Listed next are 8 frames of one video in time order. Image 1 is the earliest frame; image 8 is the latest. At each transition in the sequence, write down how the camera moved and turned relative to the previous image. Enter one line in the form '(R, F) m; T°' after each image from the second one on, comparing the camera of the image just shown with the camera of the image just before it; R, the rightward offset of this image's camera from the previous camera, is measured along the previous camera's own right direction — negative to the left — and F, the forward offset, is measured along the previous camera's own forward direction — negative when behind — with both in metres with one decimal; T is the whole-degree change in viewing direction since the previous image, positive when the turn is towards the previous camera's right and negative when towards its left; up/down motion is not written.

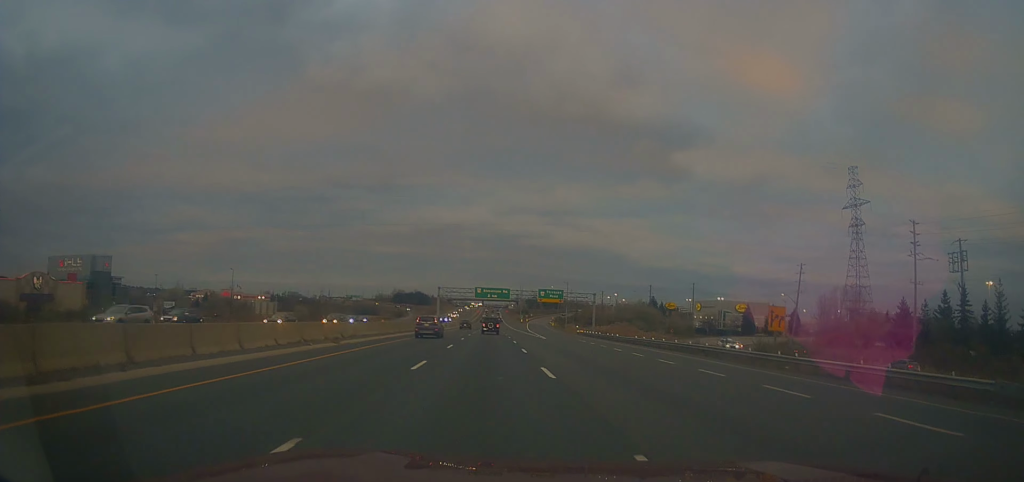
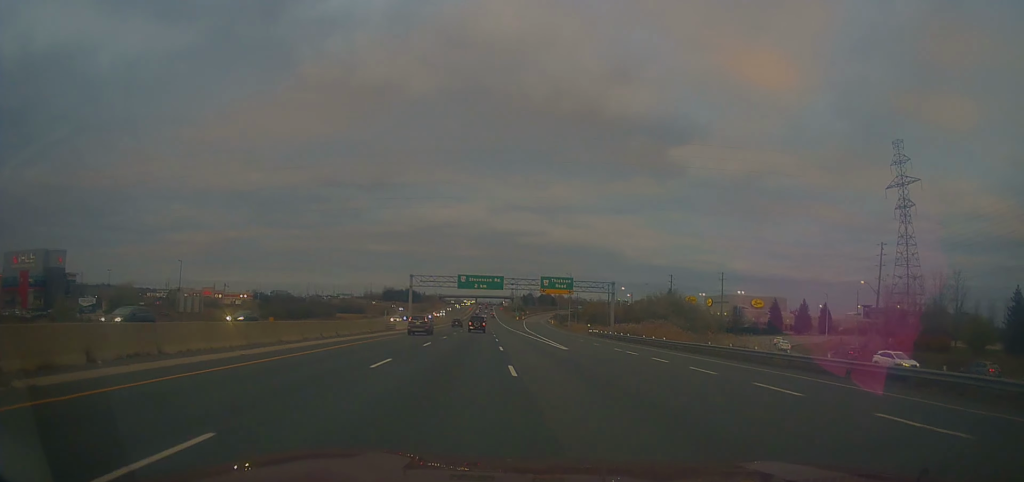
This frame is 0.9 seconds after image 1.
(0.0, +25.0) m; 0°
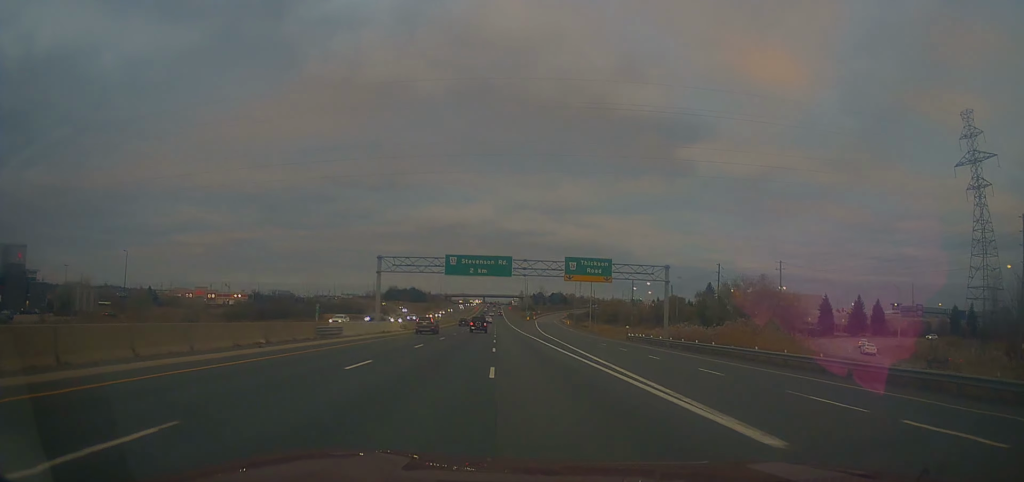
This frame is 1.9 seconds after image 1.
(+0.1, +25.2) m; +1°
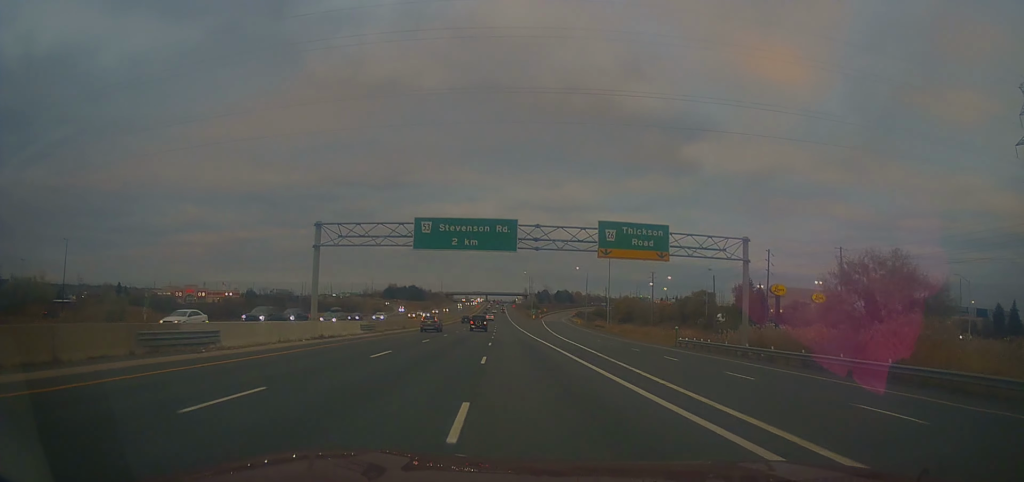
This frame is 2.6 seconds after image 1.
(+0.5, +20.0) m; -1°
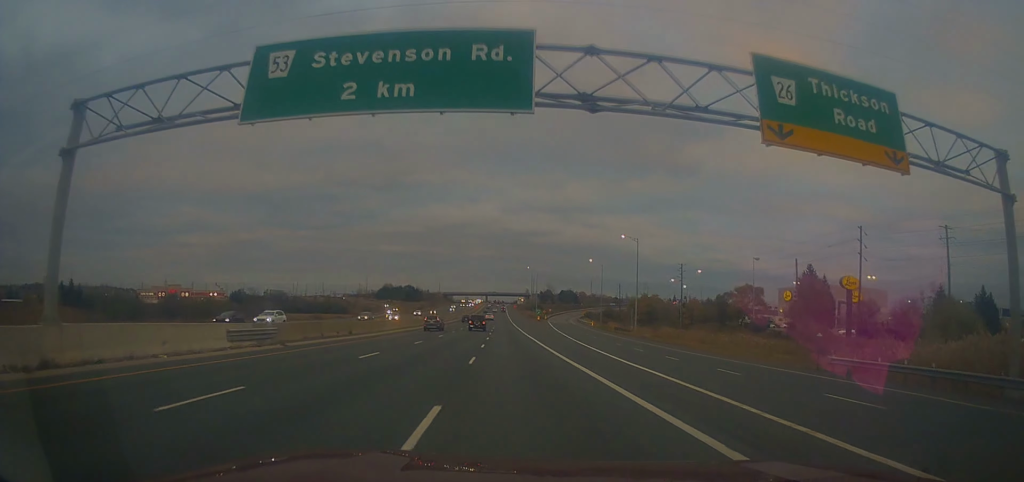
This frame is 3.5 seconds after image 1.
(-0.7, +25.0) m; -1°
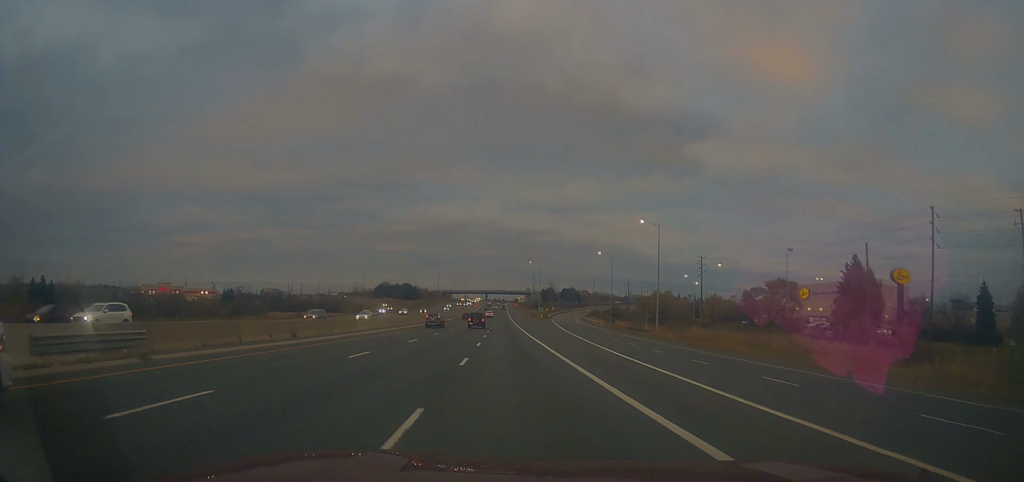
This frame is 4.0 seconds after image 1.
(-0.1, +13.1) m; 0°
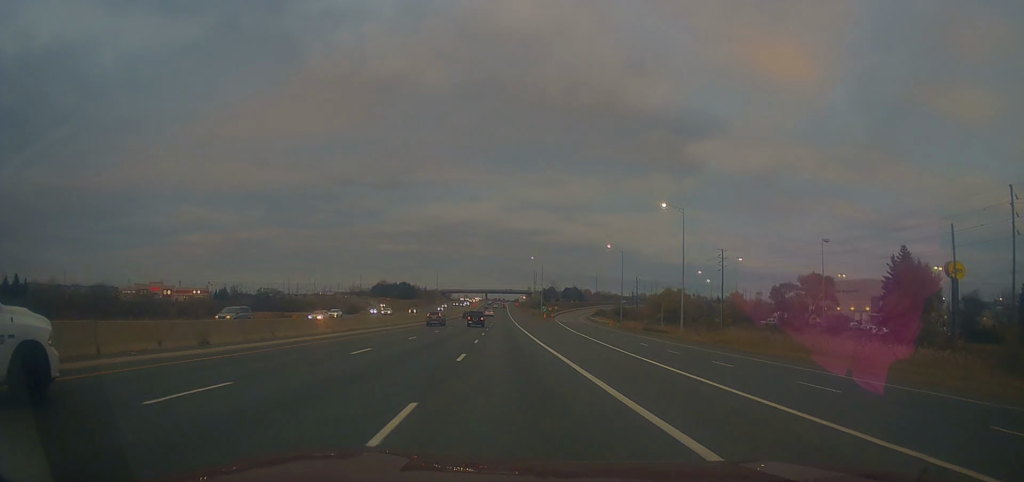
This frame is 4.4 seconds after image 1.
(+0.2, +11.3) m; 0°
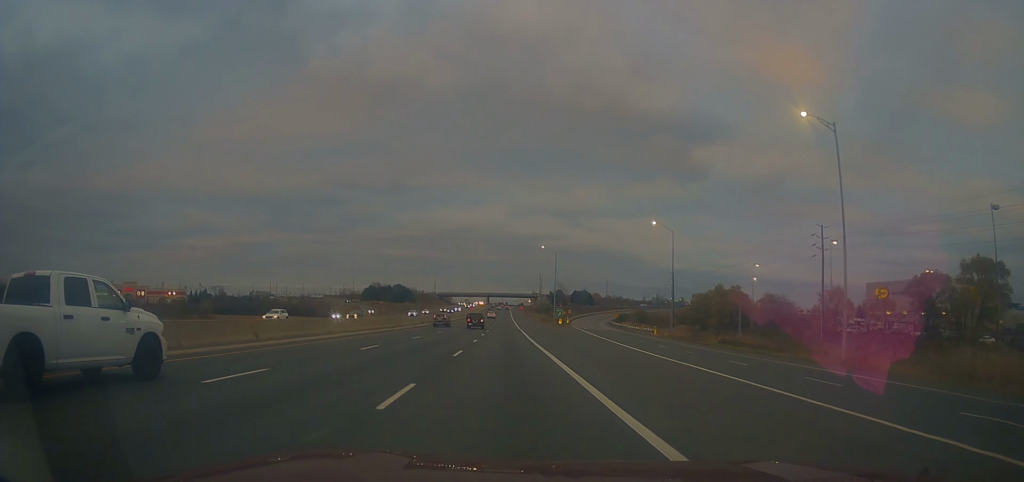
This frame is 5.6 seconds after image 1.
(-0.2, +34.2) m; 0°
